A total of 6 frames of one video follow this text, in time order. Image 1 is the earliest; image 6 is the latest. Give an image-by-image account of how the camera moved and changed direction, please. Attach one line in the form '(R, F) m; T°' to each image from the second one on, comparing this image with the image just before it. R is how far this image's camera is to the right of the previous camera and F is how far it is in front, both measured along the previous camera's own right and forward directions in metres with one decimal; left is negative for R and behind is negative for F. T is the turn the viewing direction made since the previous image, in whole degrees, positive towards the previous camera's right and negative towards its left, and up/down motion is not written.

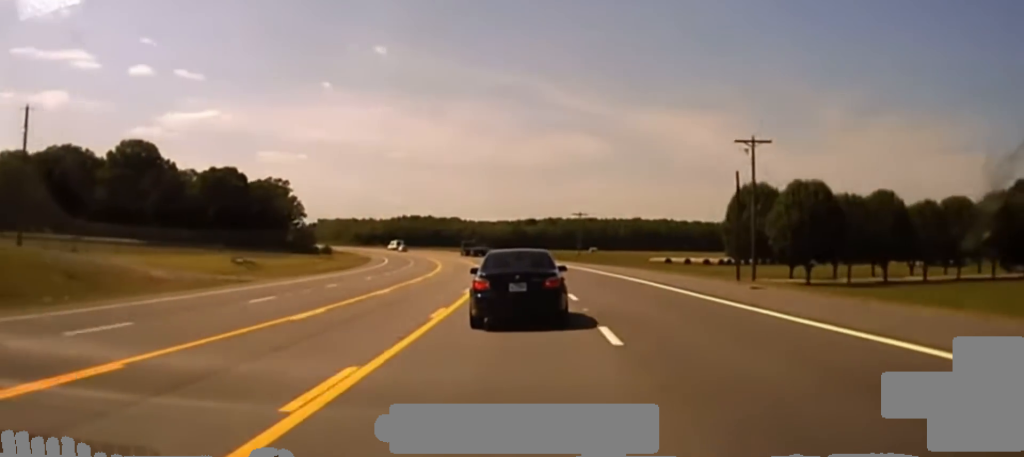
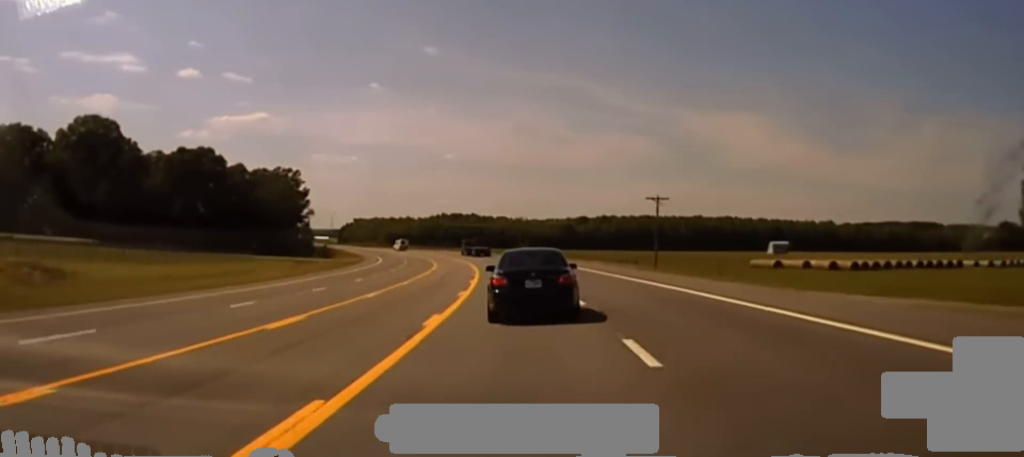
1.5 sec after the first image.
(-1.5, +56.5) m; -3°
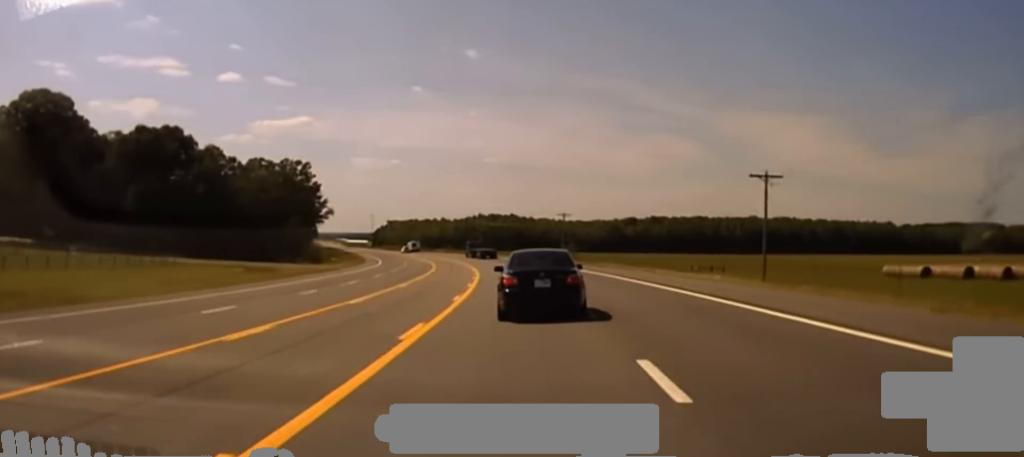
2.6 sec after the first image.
(-1.0, +39.6) m; -3°
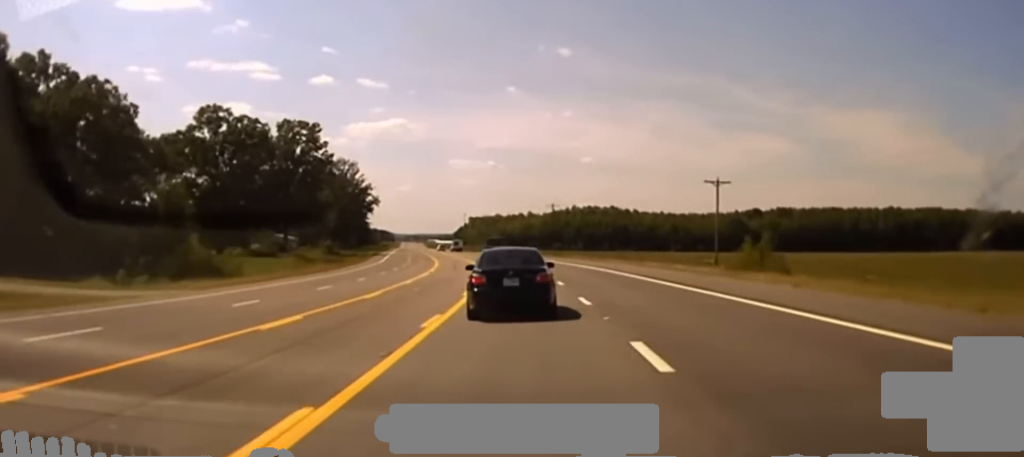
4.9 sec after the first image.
(-4.0, +74.8) m; -5°
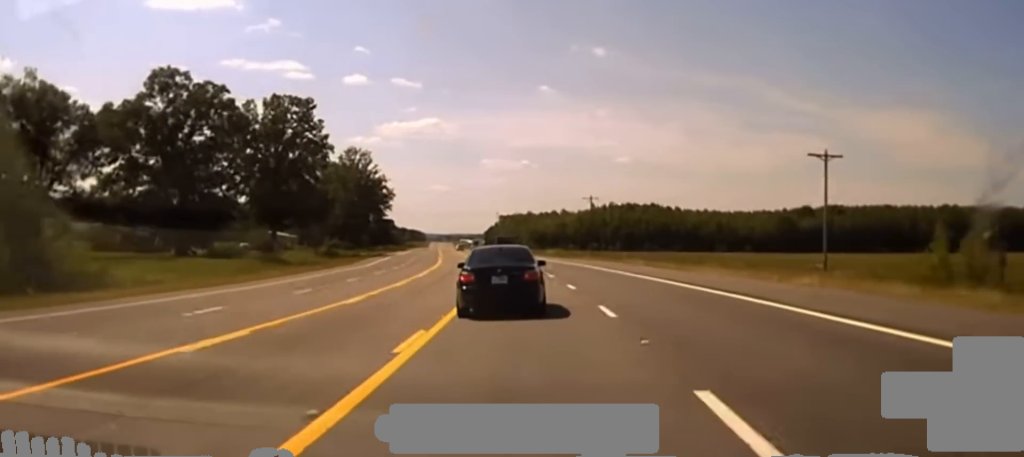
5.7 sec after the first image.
(-0.2, +25.1) m; -2°
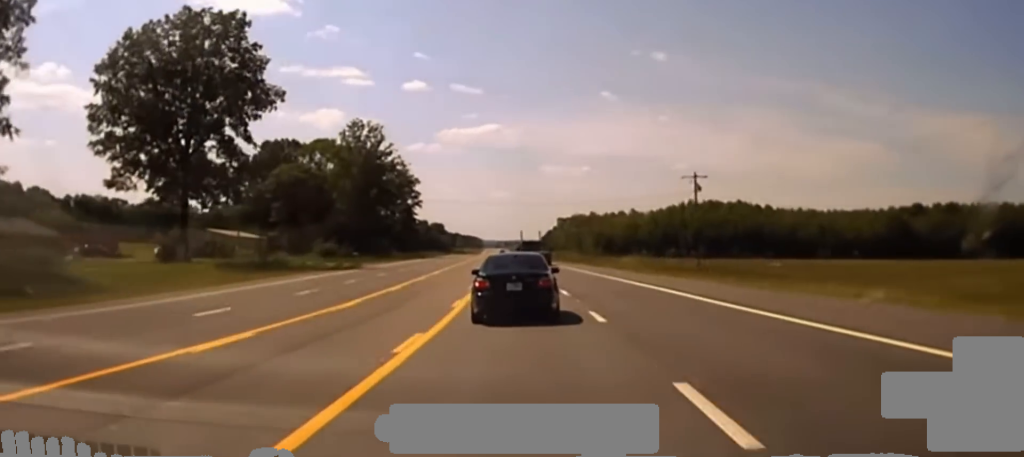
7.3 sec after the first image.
(-2.6, +60.6) m; -4°
